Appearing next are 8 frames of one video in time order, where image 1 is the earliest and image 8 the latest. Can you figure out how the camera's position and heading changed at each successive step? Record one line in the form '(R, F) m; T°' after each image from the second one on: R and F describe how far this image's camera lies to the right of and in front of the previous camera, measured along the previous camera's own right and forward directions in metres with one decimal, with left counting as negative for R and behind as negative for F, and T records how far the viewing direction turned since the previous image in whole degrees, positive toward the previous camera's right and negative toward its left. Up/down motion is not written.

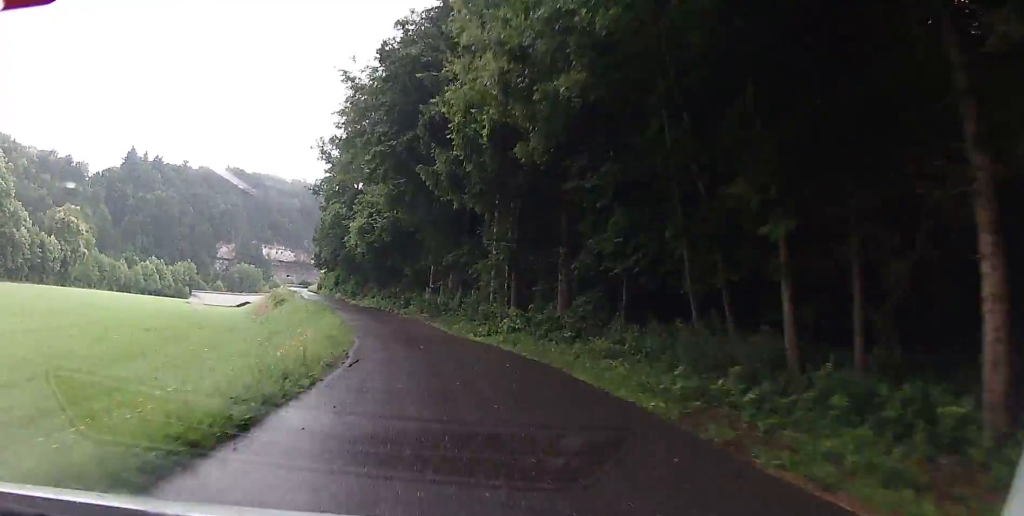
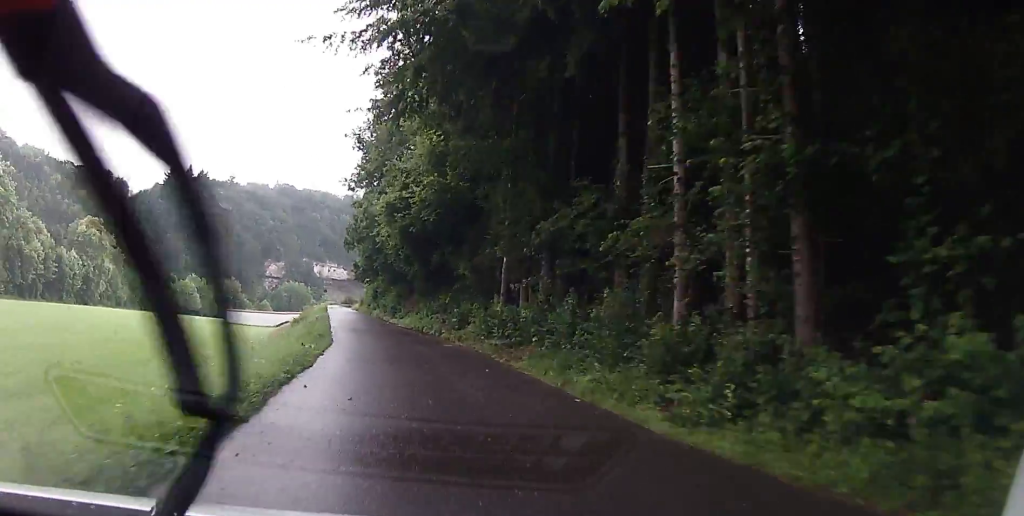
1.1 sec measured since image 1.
(-0.9, +20.3) m; -5°
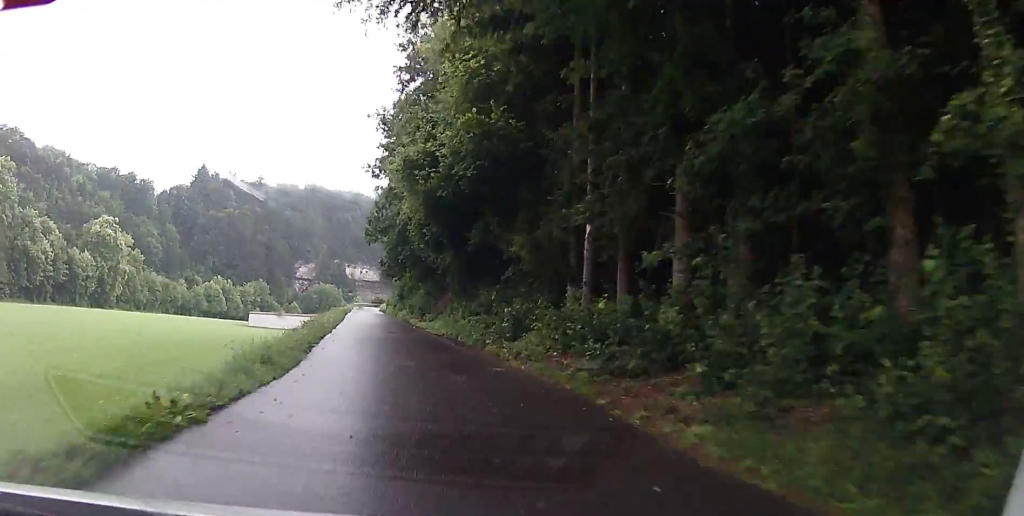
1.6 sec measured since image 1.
(-0.4, +10.6) m; -3°
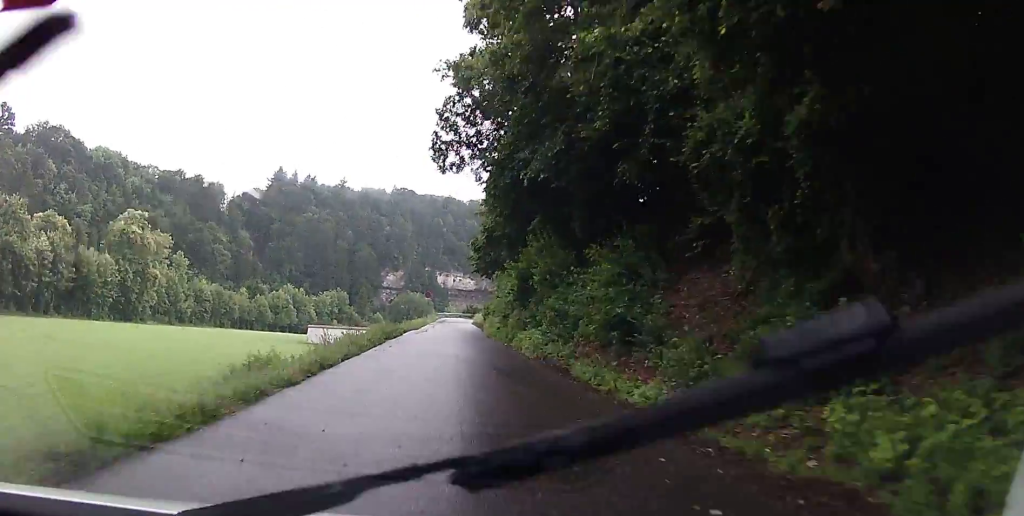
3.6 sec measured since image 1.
(-2.3, +36.8) m; -6°
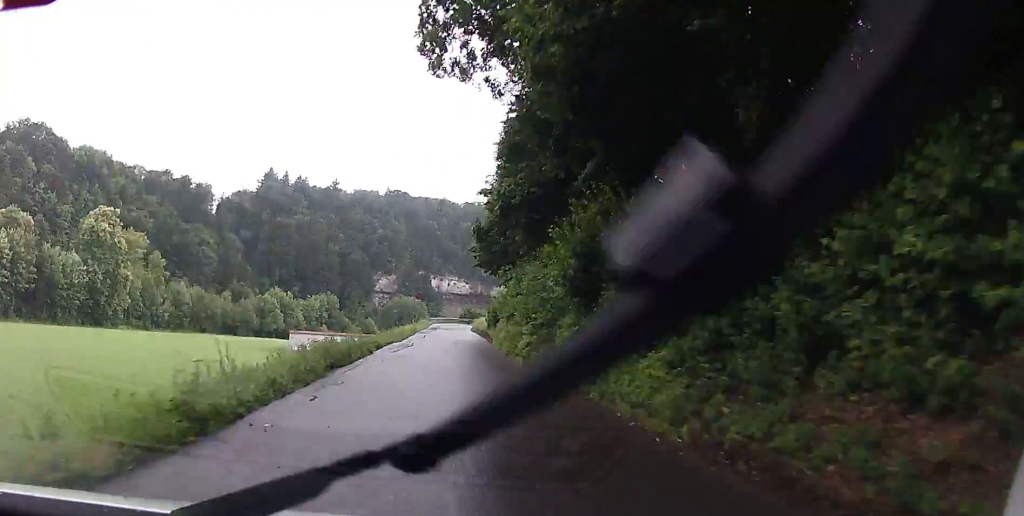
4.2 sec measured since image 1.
(0.0, +12.0) m; -3°
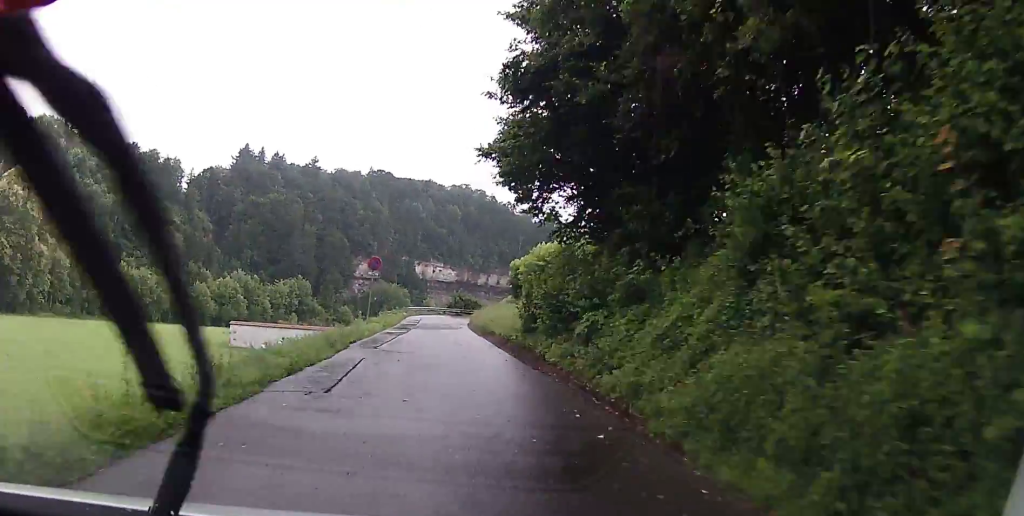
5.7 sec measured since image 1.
(-3.5, +27.5) m; -11°
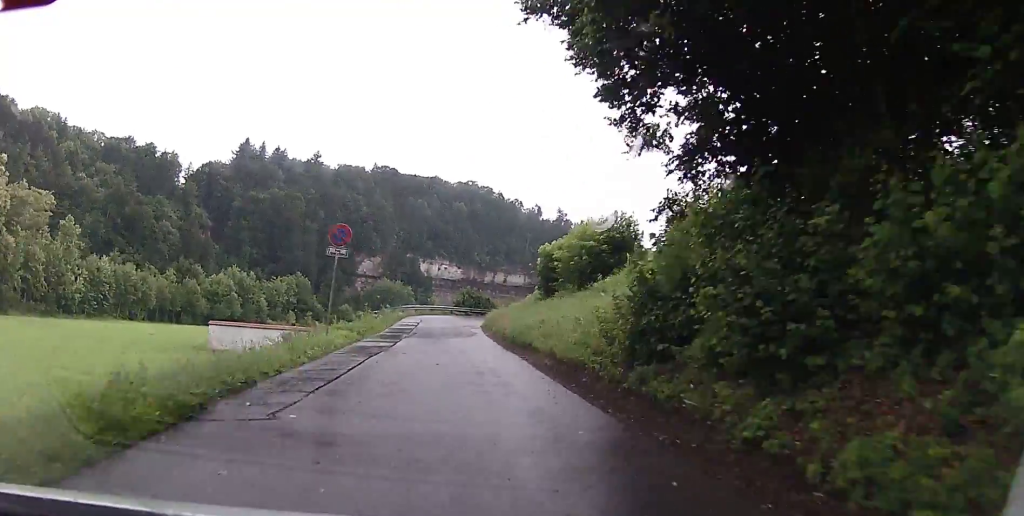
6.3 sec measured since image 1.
(-0.3, +11.5) m; -1°
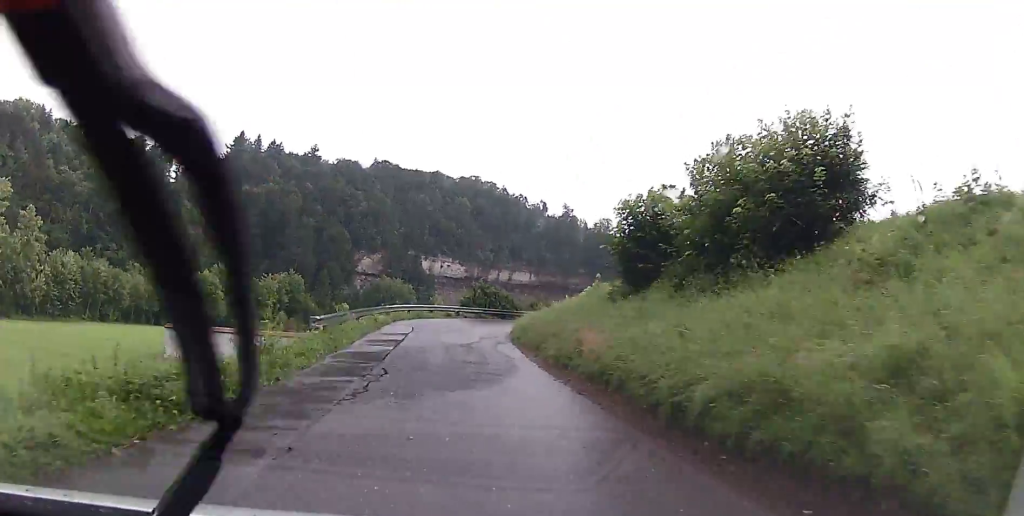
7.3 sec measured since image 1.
(+0.3, +15.7) m; +1°
